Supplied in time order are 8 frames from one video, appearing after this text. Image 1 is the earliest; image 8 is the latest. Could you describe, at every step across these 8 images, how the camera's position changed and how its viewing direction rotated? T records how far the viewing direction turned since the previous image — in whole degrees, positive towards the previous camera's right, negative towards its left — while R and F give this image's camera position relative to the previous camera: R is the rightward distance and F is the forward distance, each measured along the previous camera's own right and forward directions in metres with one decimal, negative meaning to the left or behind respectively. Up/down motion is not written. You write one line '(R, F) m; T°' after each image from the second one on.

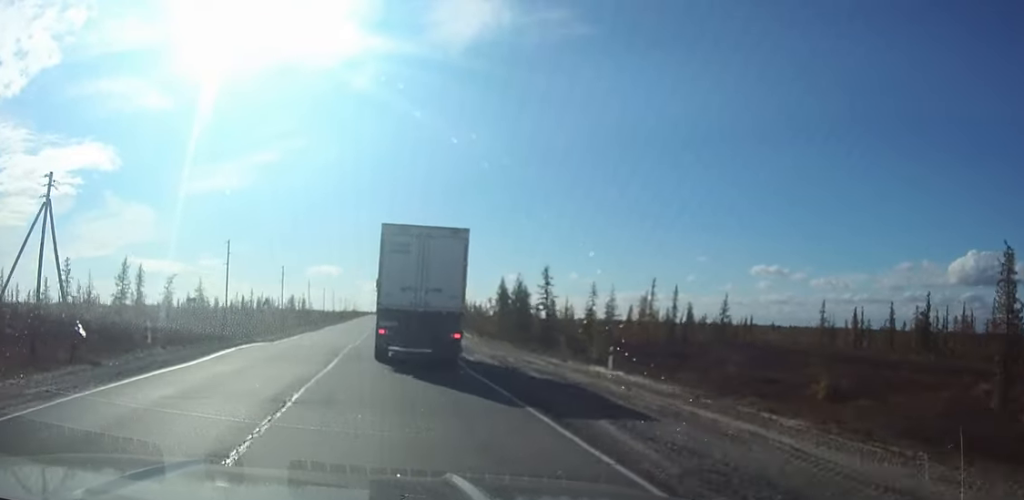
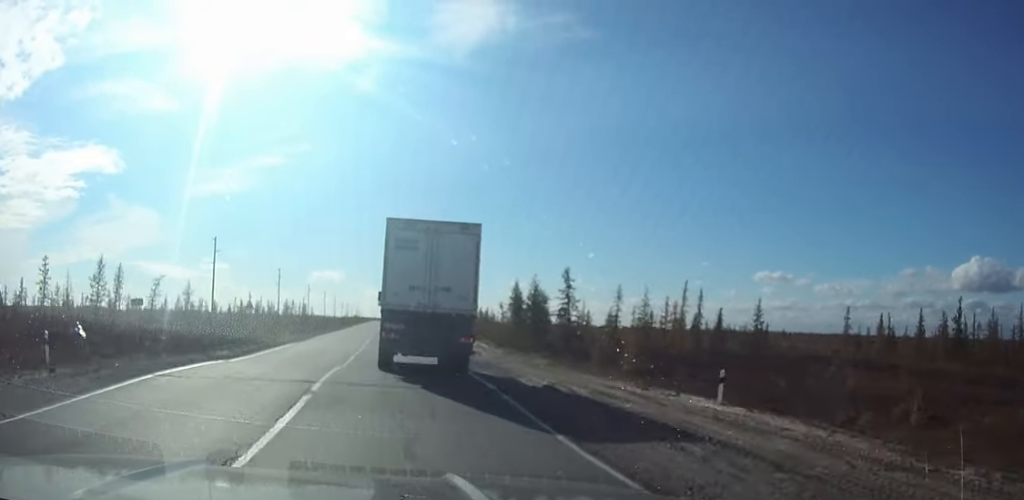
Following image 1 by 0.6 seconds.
(-0.1, +8.5) m; -1°
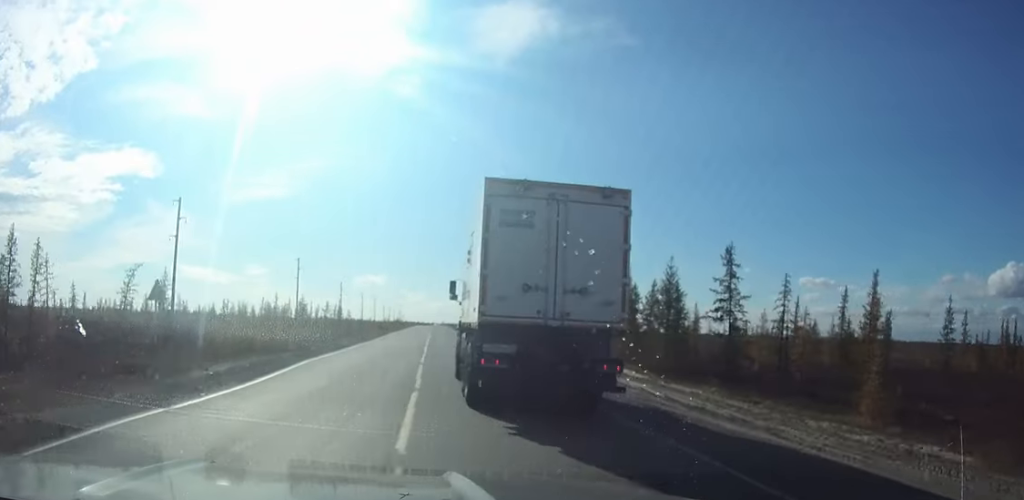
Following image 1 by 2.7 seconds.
(-0.5, +28.3) m; -1°
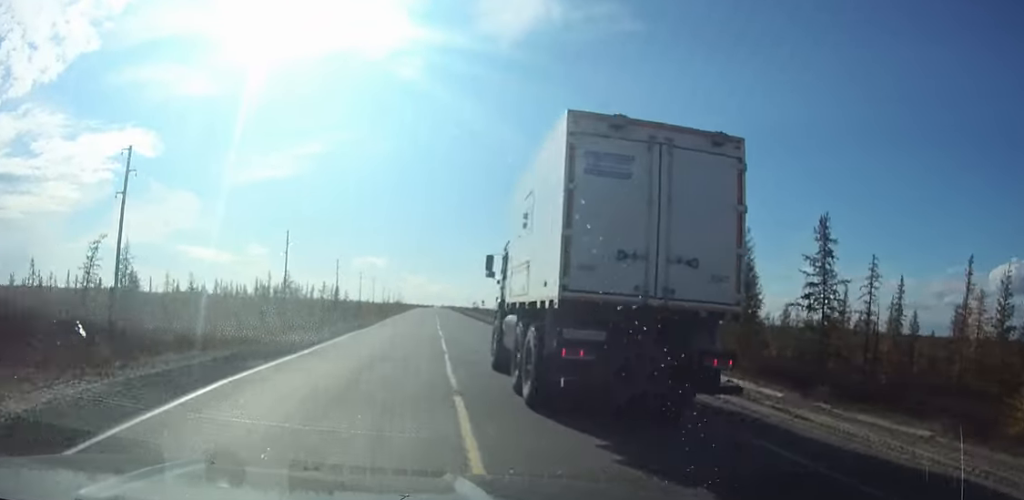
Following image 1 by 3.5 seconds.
(0.0, +12.8) m; +1°
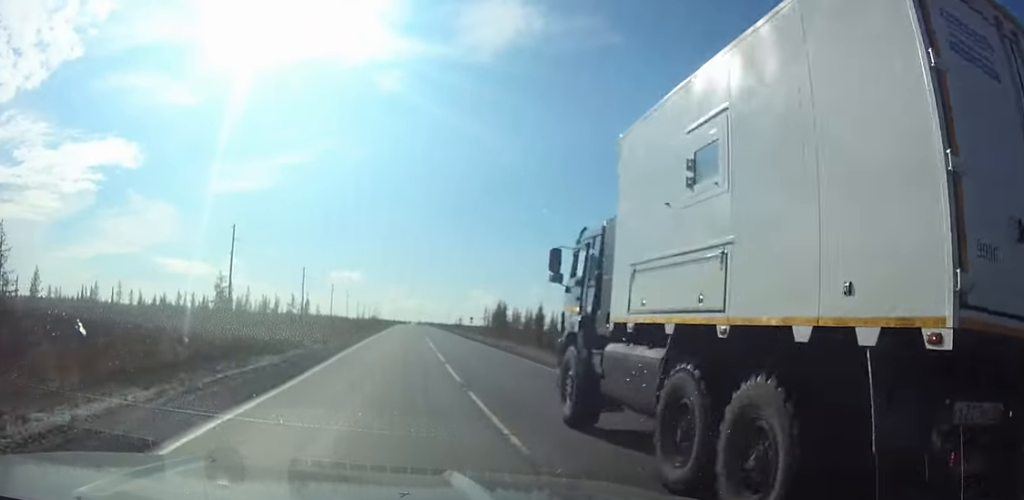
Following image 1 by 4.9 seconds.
(+0.2, +21.4) m; +2°
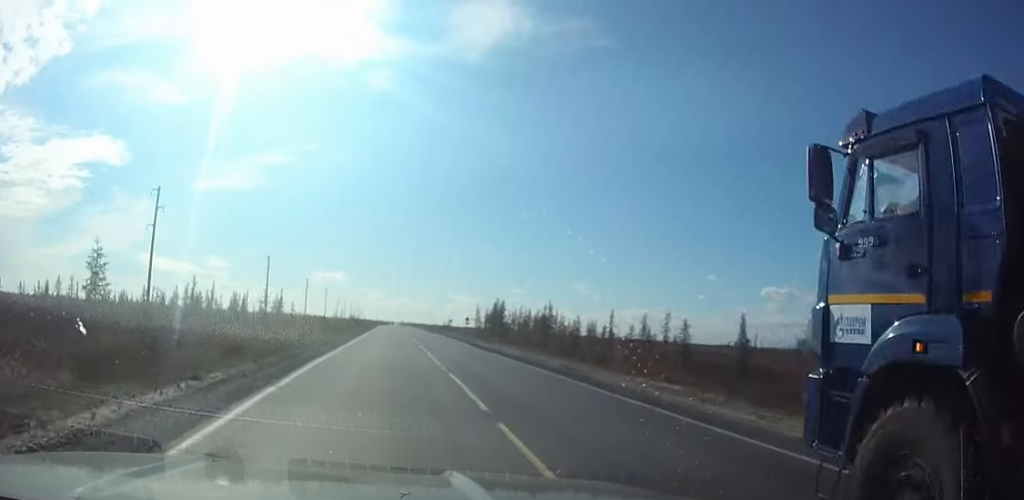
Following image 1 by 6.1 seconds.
(+0.3, +20.7) m; +1°
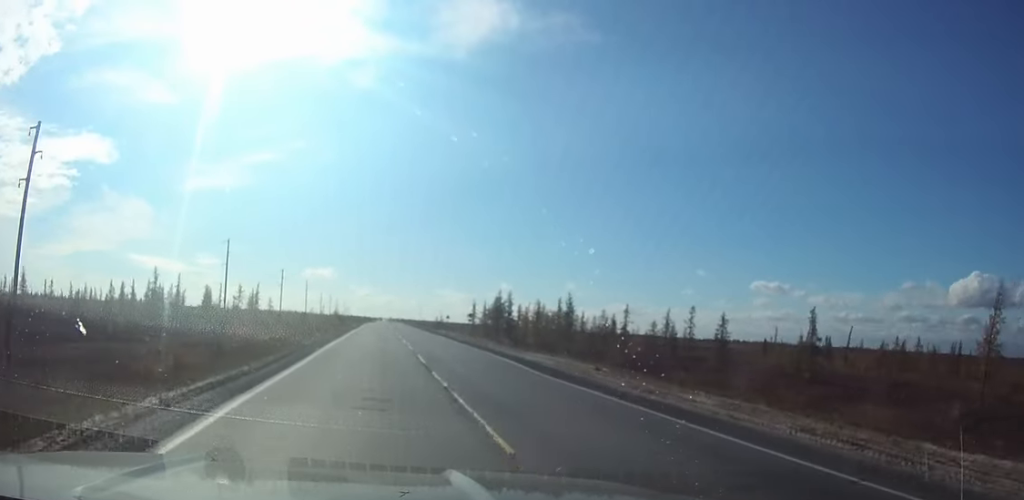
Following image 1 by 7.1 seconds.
(+0.2, +18.8) m; +1°
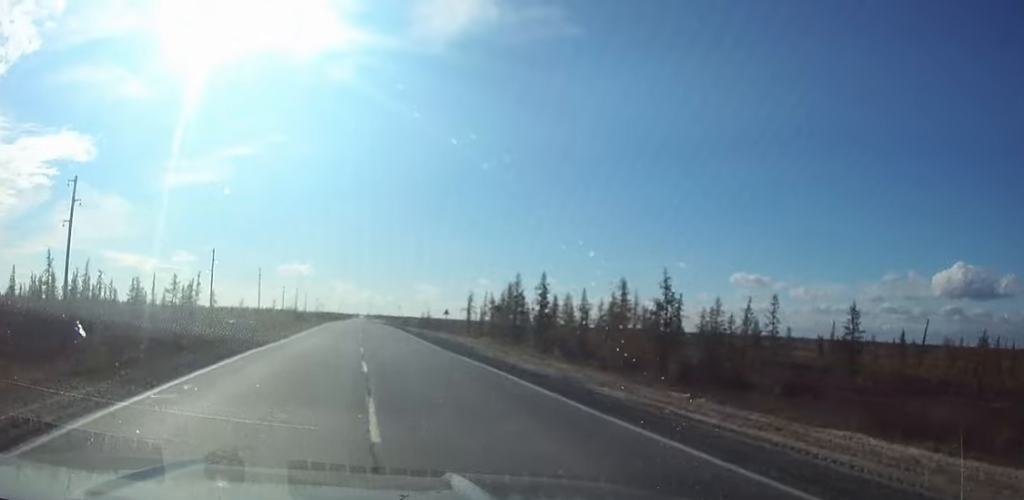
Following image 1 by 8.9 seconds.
(+0.3, +38.1) m; 0°
